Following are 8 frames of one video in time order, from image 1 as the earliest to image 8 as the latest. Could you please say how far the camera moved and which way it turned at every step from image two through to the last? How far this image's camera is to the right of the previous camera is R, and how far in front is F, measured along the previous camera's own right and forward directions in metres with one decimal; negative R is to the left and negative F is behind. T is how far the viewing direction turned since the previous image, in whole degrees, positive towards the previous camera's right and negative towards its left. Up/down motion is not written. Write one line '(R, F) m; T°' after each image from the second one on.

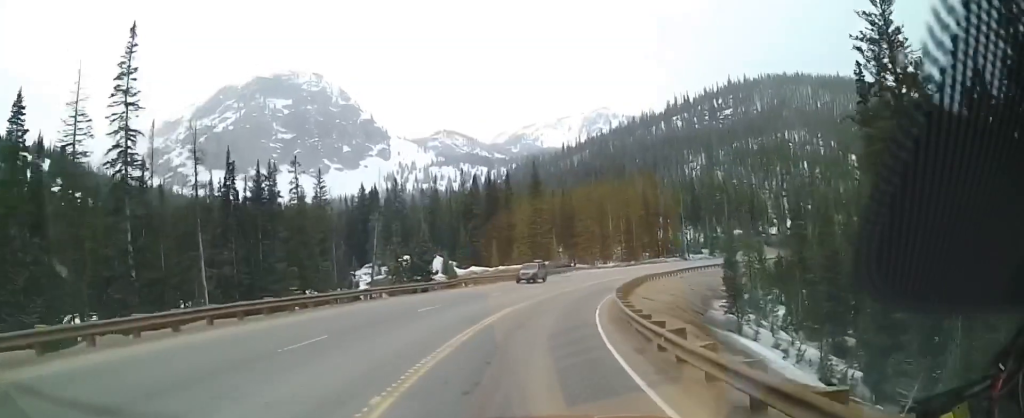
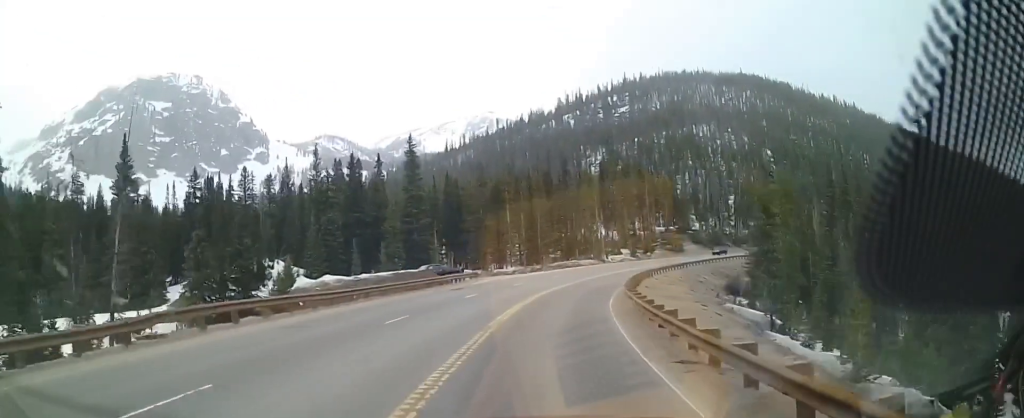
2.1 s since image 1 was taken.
(+3.8, +29.5) m; +13°
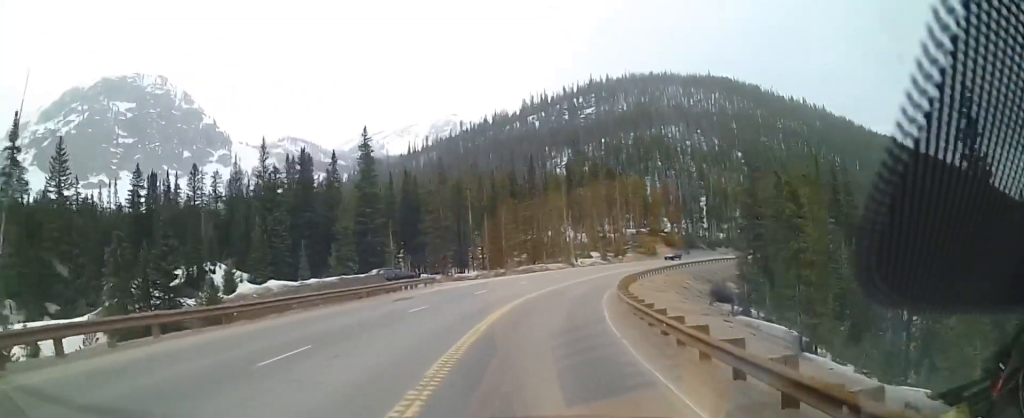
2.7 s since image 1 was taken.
(+0.1, +7.5) m; +2°
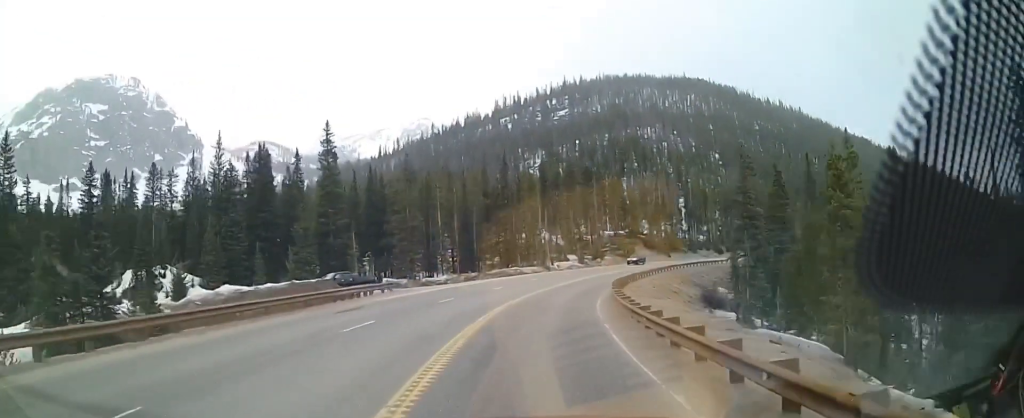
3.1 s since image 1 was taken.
(0.0, +6.1) m; +2°
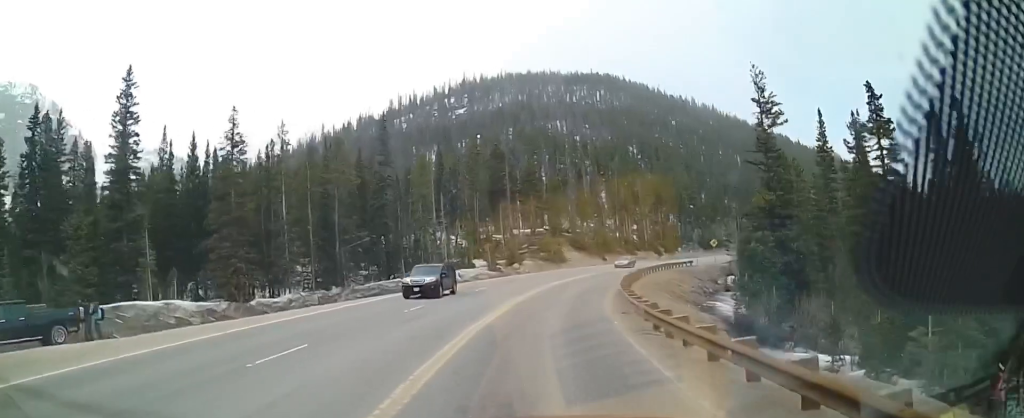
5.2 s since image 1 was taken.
(+3.9, +28.9) m; +12°
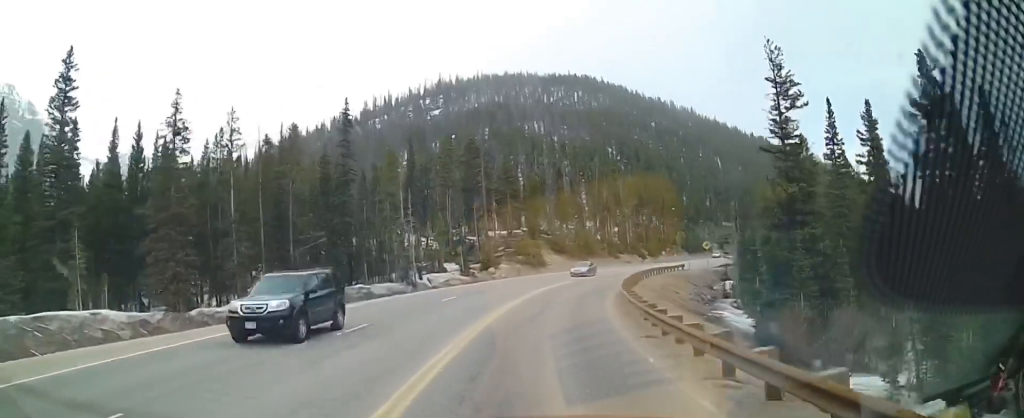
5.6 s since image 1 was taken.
(-0.1, +6.7) m; 0°
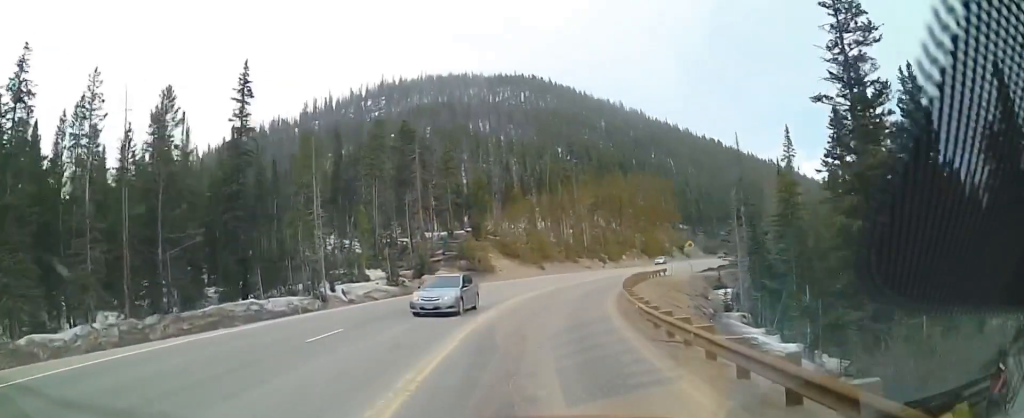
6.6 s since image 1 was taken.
(+0.1, +14.3) m; +4°
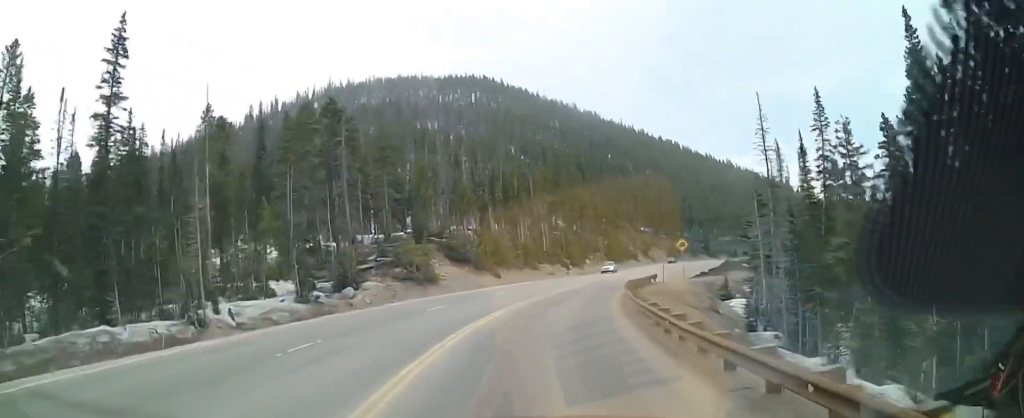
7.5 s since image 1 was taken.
(+0.7, +13.6) m; +6°
